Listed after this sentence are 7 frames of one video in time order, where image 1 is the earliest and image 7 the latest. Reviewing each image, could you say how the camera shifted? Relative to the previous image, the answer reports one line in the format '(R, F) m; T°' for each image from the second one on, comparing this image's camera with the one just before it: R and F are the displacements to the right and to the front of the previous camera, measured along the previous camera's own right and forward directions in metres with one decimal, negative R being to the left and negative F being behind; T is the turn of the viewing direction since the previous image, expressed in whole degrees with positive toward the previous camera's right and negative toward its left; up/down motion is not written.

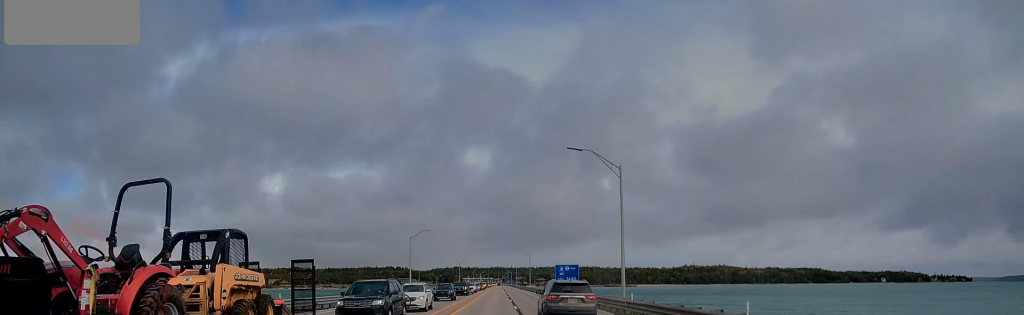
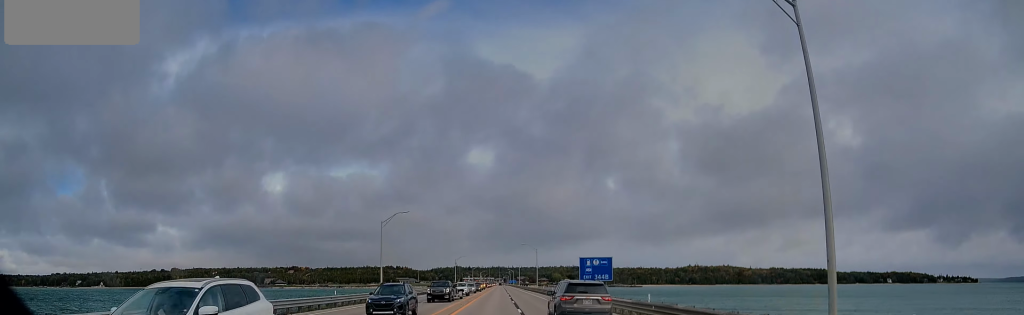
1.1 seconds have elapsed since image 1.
(+0.4, +20.1) m; +1°
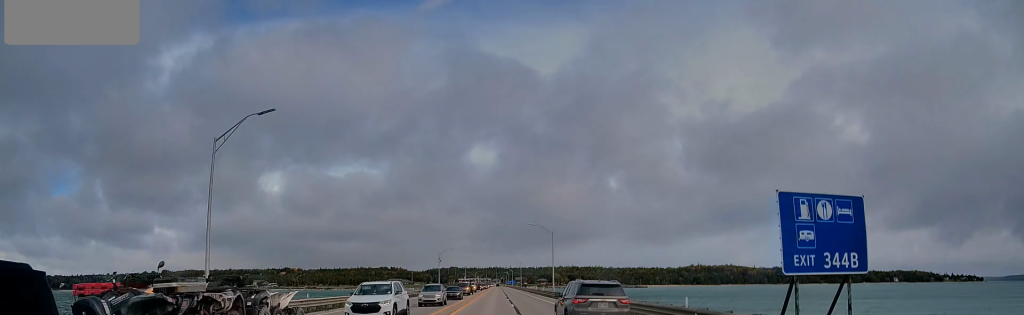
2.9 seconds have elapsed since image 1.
(-0.3, +34.8) m; -1°
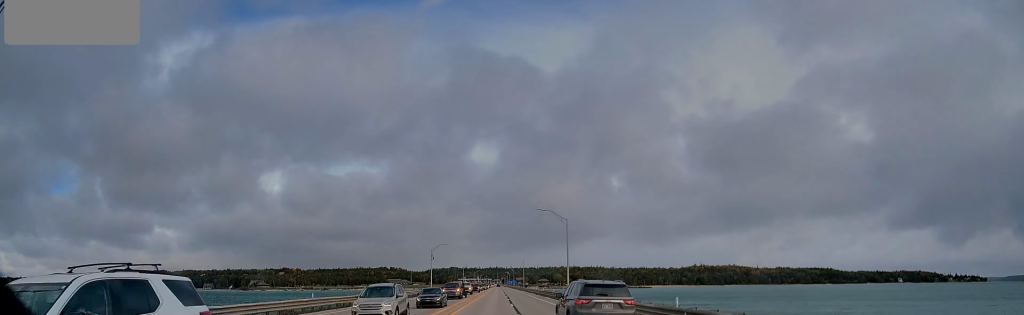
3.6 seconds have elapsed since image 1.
(0.0, +13.5) m; 0°
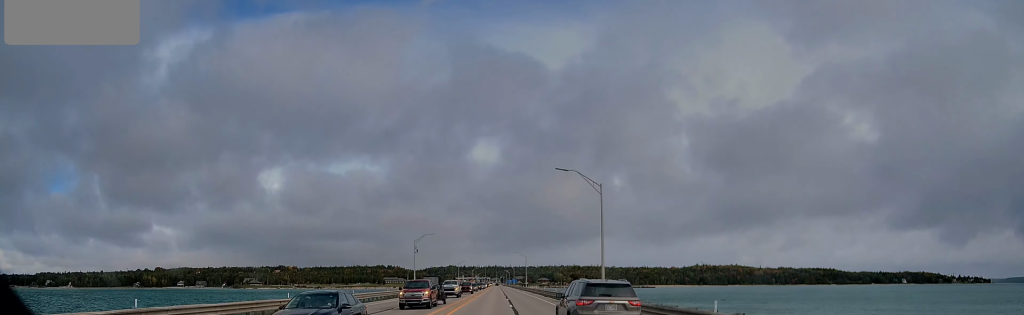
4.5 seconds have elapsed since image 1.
(+0.1, +19.5) m; 0°
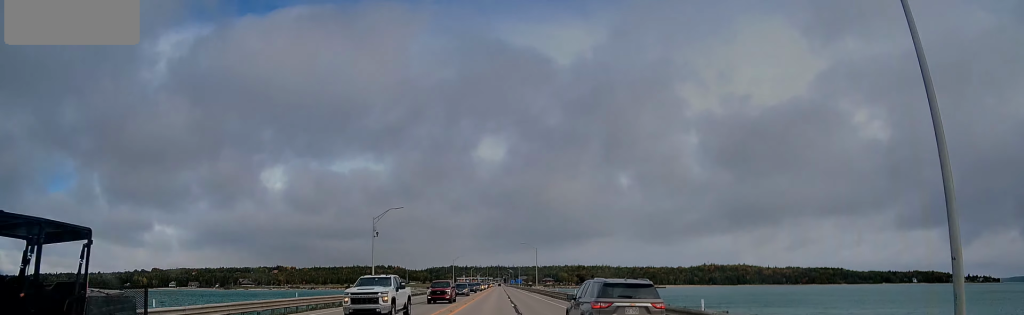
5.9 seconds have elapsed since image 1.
(-0.6, +29.0) m; -1°
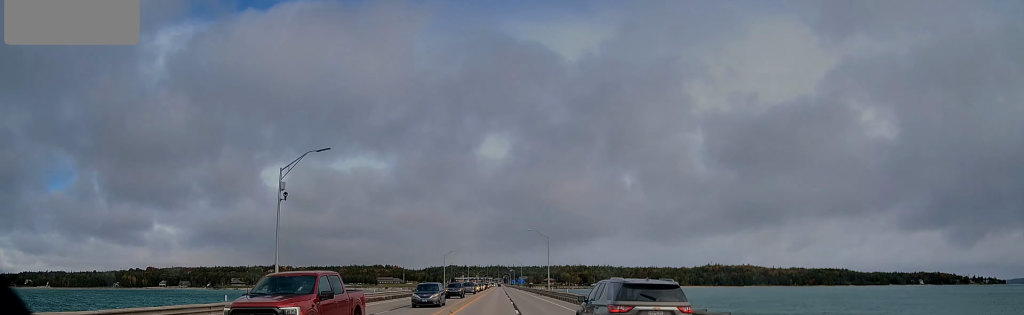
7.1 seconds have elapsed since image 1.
(+0.6, +25.1) m; +1°
